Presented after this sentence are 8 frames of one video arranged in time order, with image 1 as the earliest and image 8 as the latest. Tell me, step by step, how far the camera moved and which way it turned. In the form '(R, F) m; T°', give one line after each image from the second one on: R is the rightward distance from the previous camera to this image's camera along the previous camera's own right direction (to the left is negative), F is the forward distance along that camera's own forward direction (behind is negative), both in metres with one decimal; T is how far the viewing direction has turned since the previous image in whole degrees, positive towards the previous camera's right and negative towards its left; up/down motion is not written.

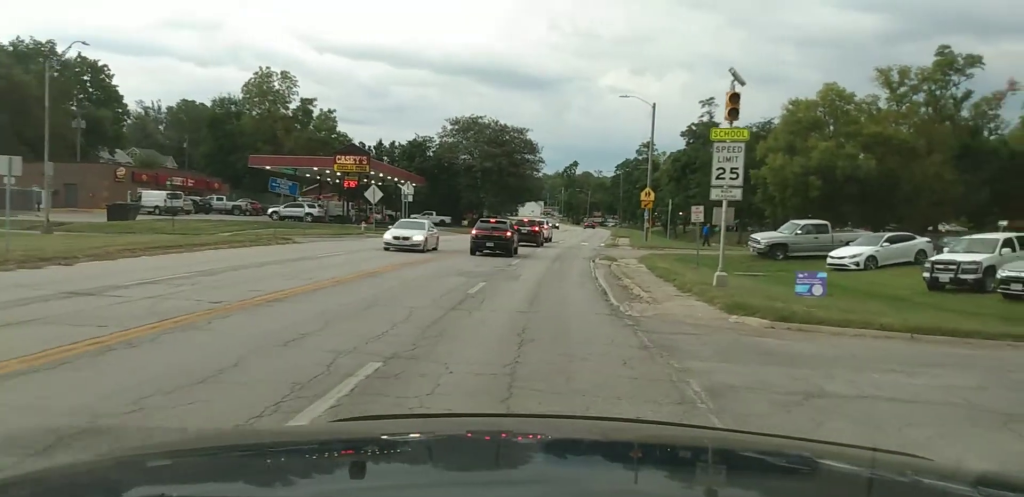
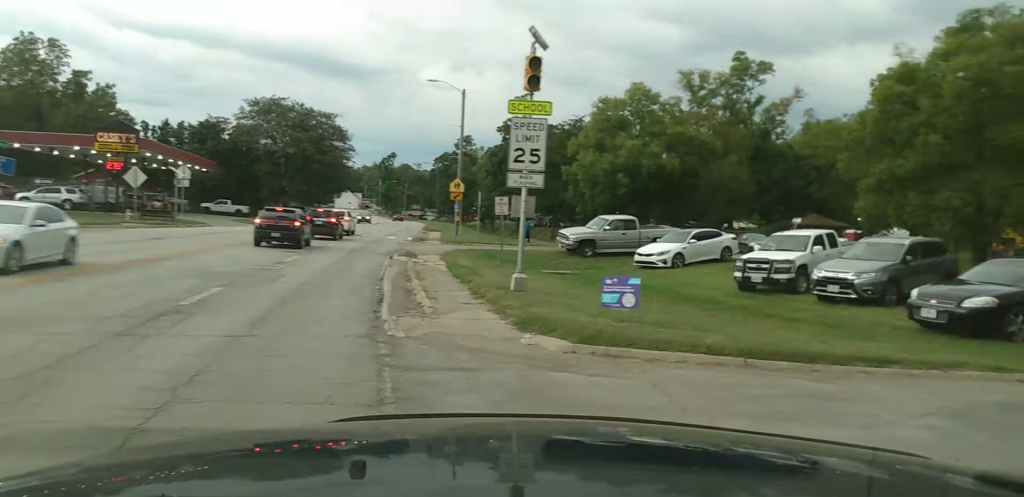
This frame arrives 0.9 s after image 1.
(+0.1, +4.4) m; +14°
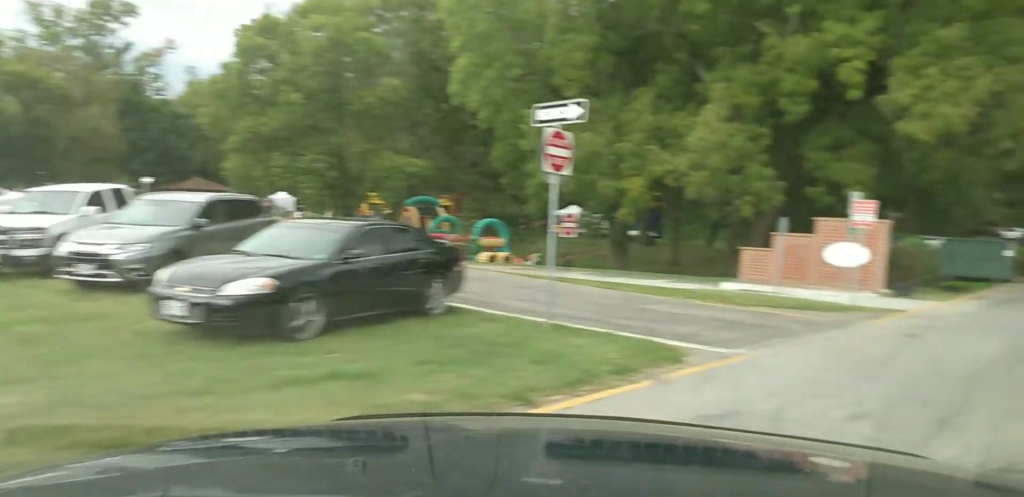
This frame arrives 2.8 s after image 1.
(+3.0, +6.5) m; +47°
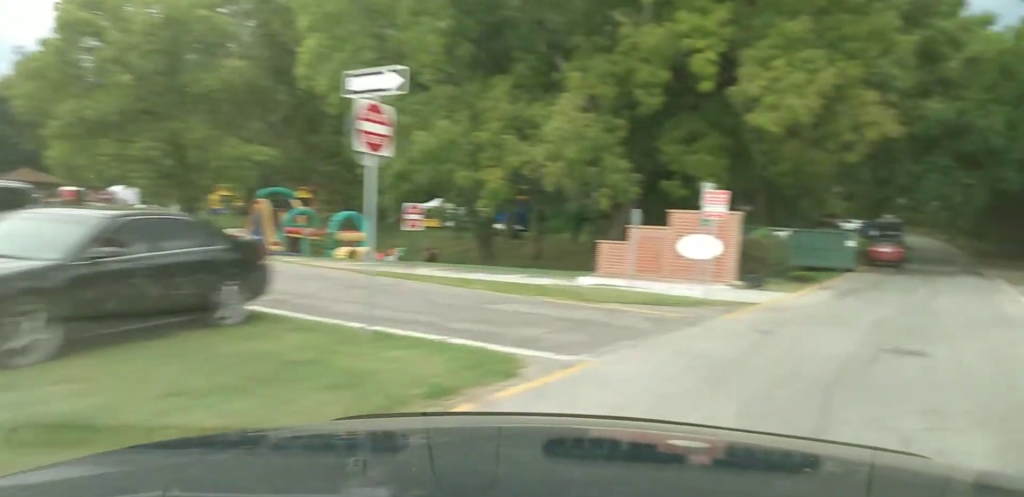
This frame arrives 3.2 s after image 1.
(+0.1, +1.6) m; +8°
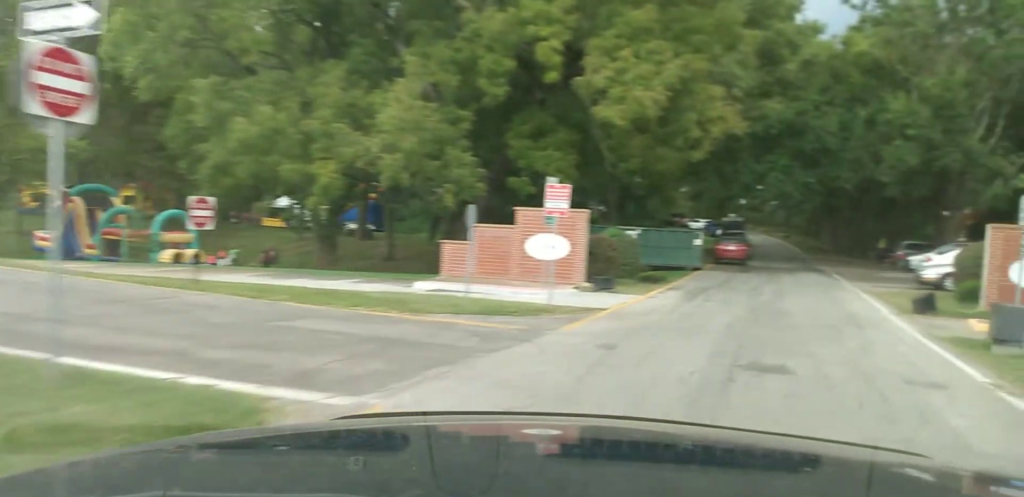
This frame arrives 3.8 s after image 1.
(+0.4, +2.5) m; +5°
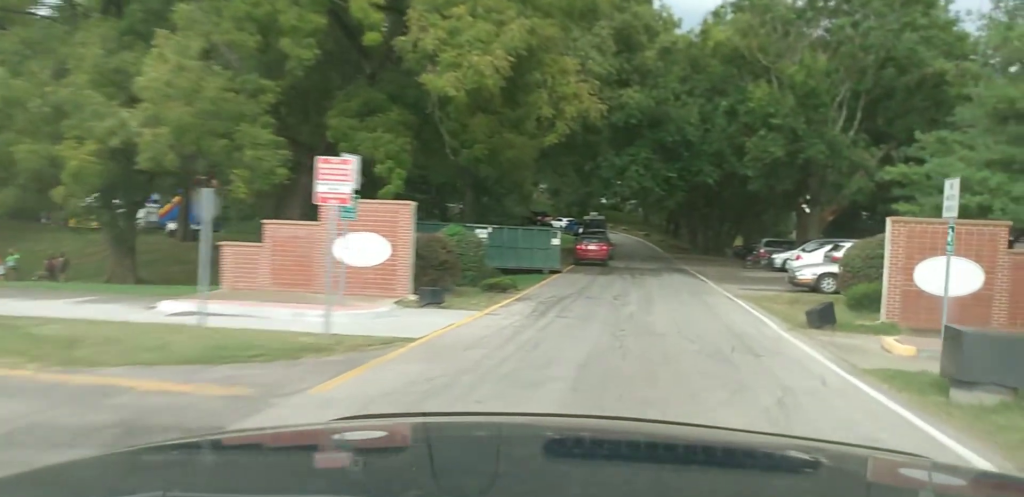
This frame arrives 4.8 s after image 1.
(0.0, +4.3) m; +5°
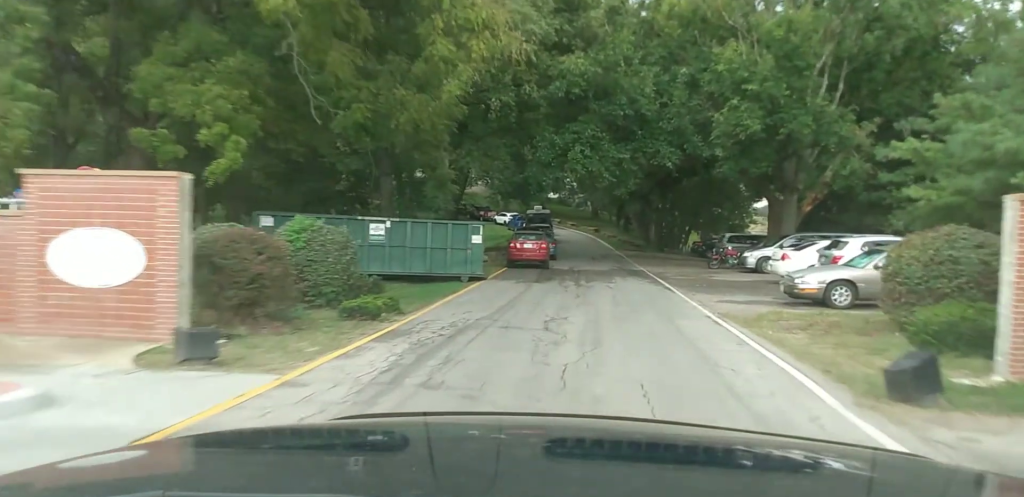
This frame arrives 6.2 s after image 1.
(+0.7, +6.7) m; +10°
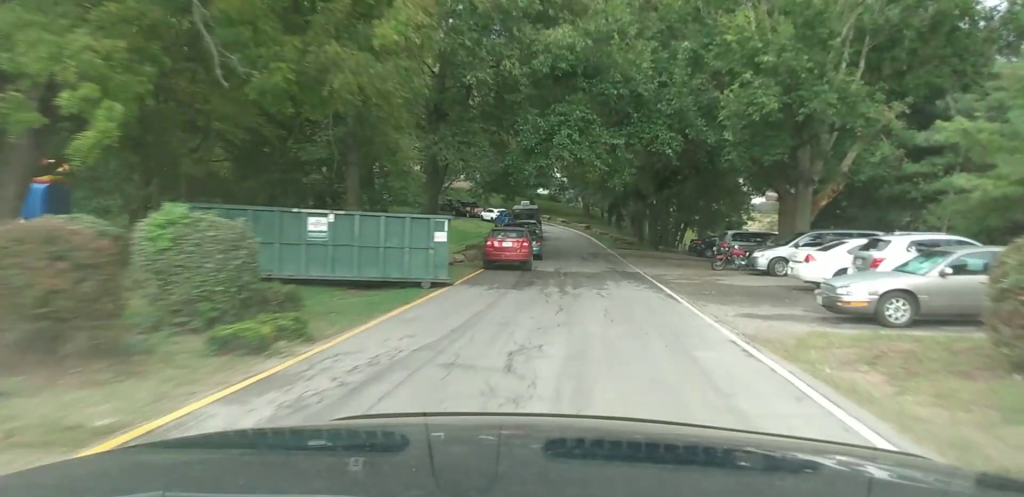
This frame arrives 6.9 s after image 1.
(0.0, +4.1) m; +3°
